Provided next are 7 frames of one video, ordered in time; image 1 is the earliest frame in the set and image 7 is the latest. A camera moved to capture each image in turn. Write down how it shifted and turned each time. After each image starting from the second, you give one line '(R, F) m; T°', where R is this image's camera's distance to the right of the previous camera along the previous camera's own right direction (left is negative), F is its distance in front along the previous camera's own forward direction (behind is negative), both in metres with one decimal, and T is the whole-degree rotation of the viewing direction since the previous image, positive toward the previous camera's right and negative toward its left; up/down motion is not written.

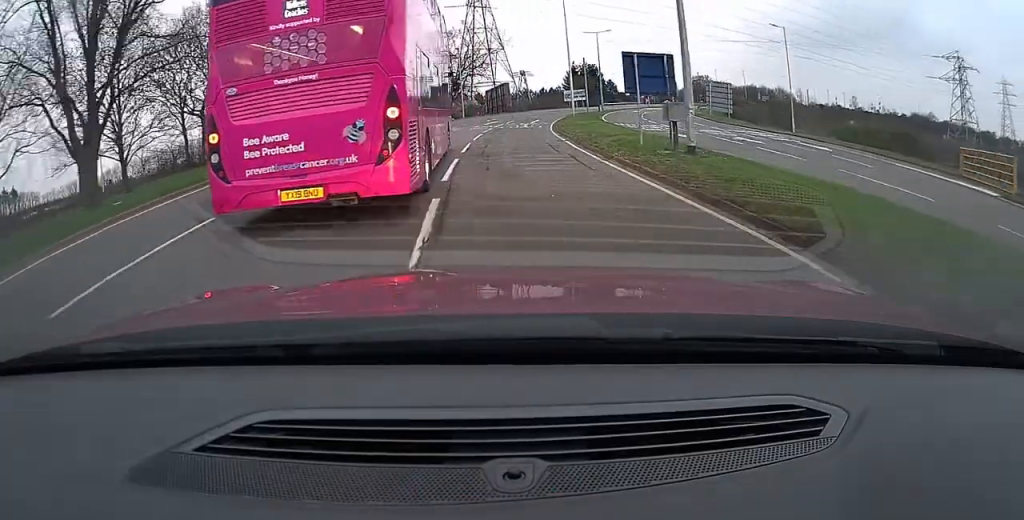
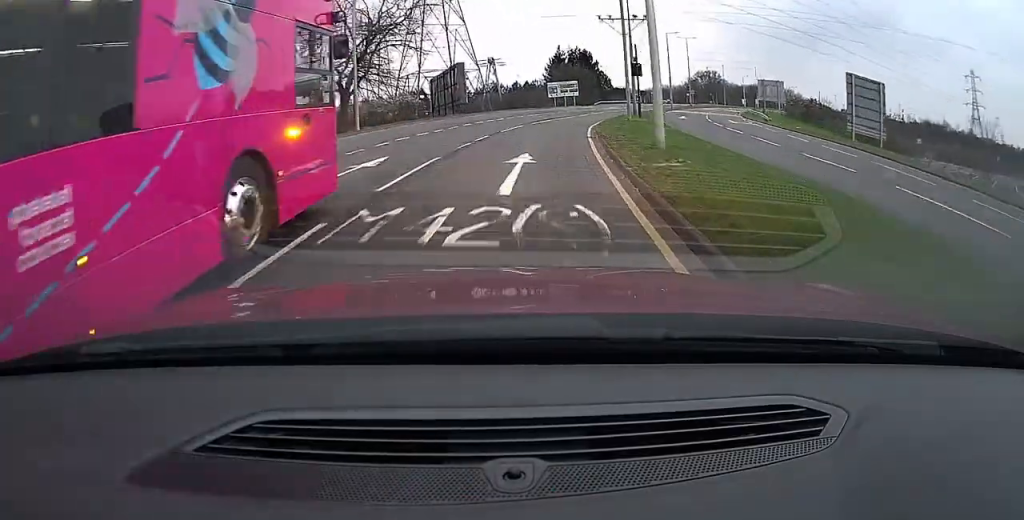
(+2.0, +31.5) m; +7°
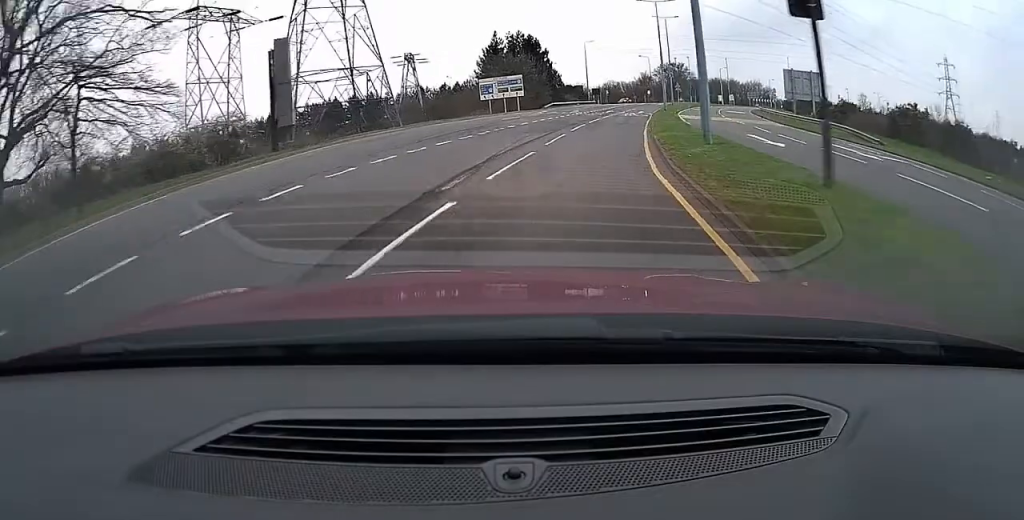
(+1.0, +23.7) m; +6°
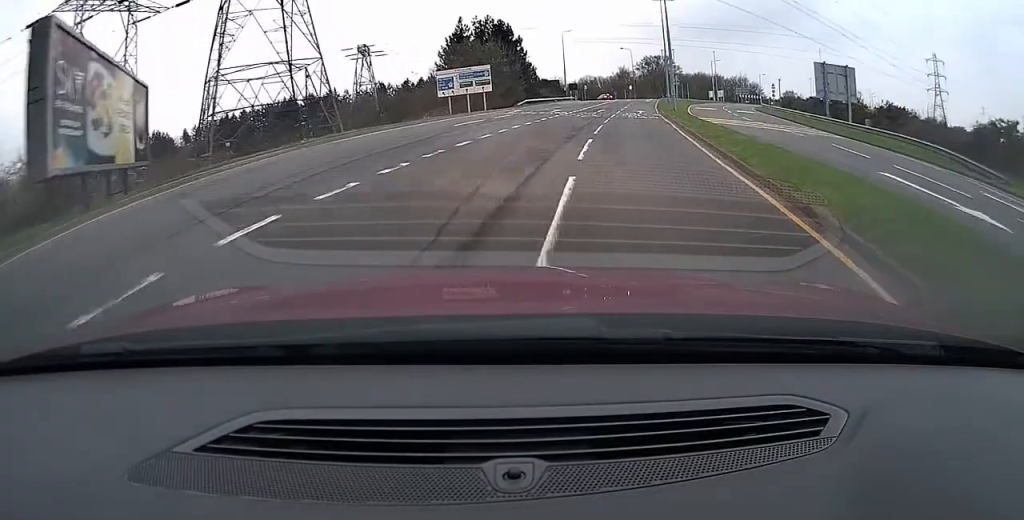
(+0.2, +10.7) m; +4°
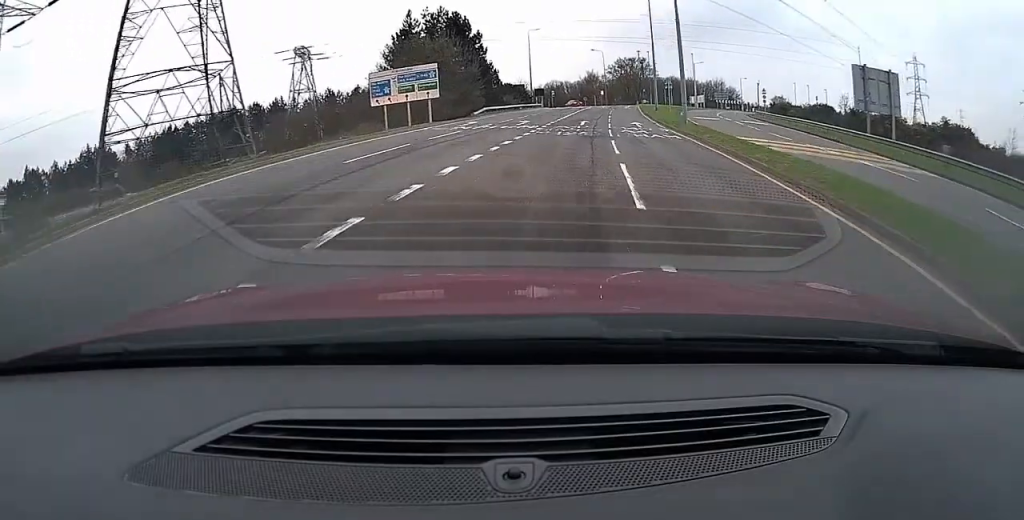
(+0.6, +9.9) m; +3°
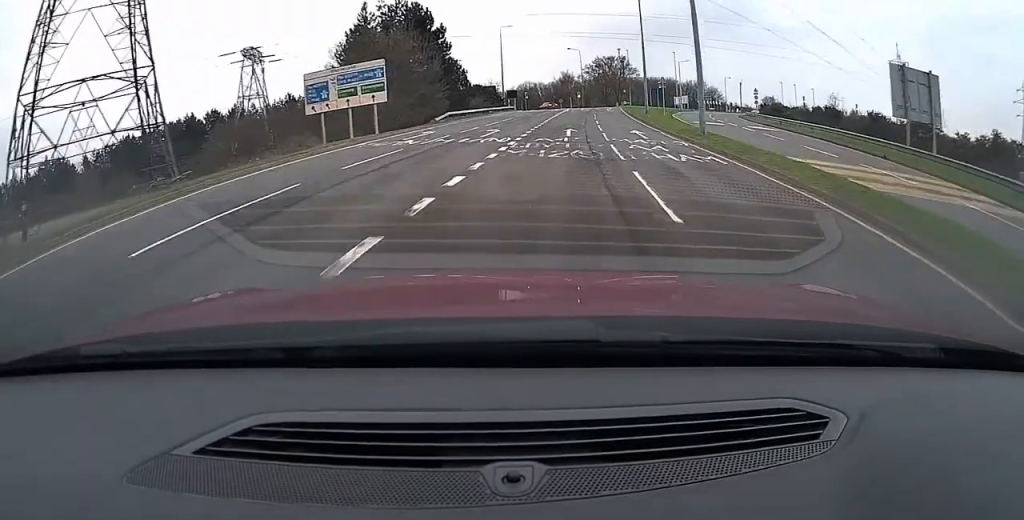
(0.0, +6.6) m; +2°
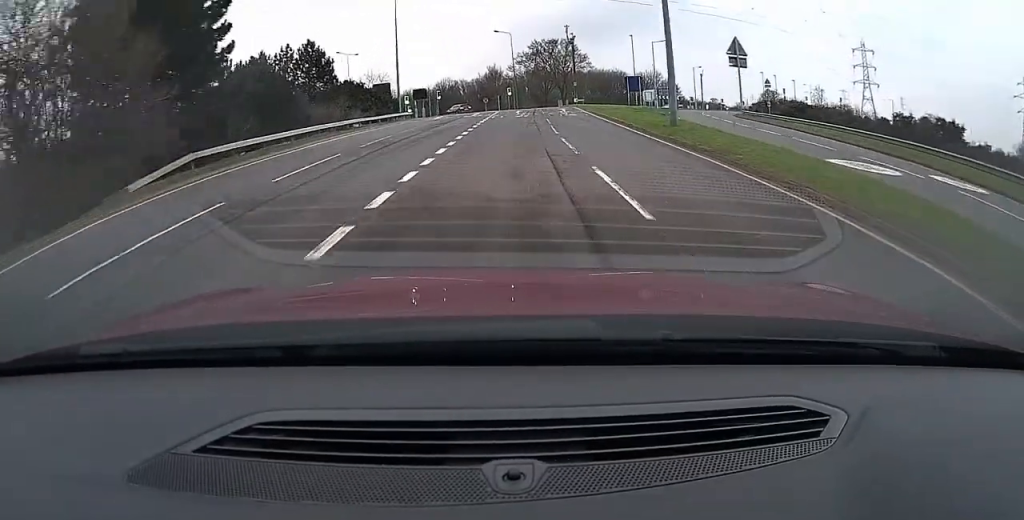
(+1.3, +25.0) m; +5°
